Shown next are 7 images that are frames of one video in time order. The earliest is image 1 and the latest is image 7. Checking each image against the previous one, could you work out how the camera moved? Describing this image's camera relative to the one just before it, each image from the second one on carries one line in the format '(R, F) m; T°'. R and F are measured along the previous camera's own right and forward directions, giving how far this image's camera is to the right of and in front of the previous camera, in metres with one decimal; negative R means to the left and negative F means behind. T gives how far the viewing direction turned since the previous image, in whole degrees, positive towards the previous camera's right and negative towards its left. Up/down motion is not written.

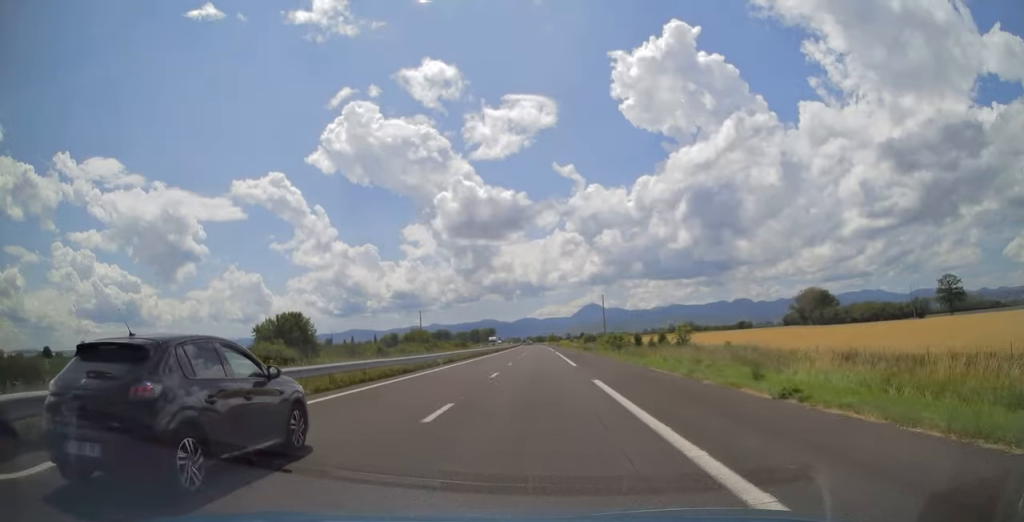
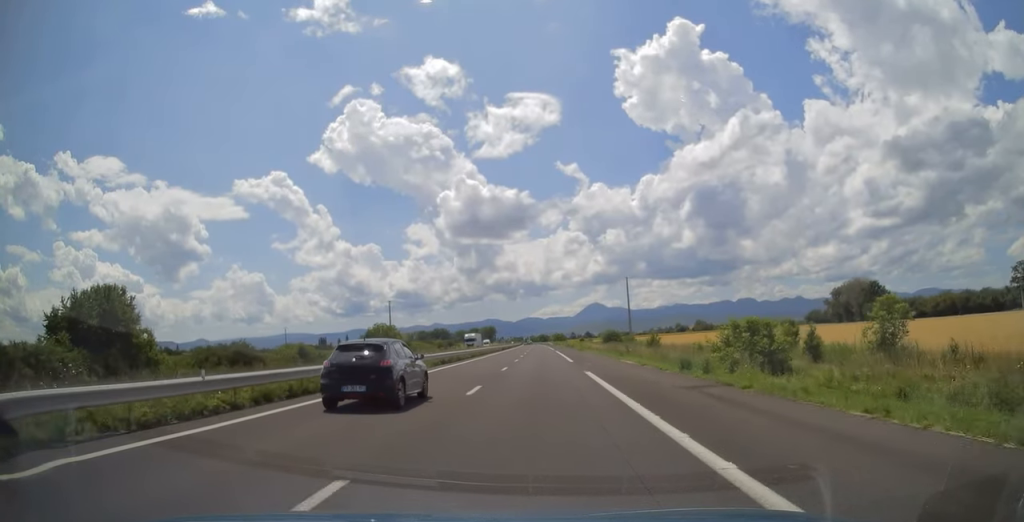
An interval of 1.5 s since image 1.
(+0.2, +46.4) m; 0°
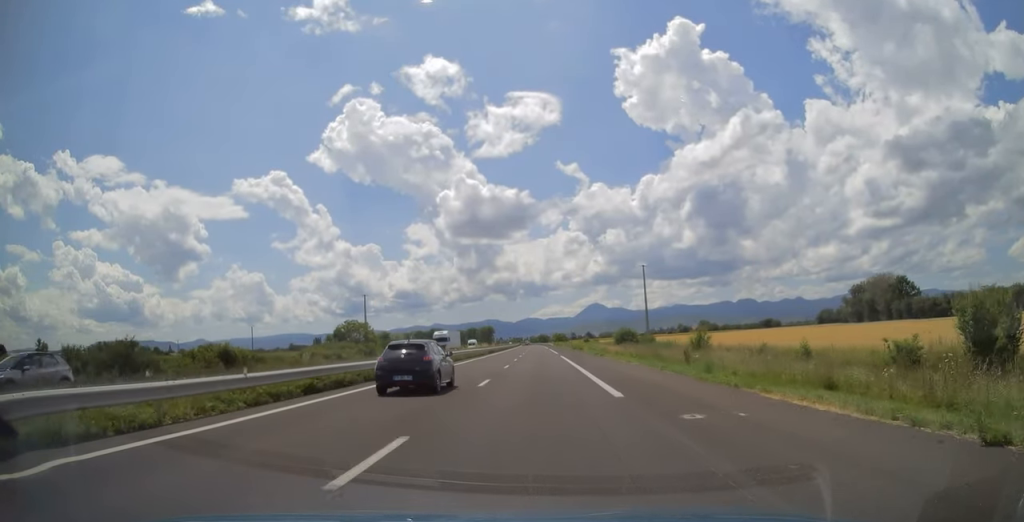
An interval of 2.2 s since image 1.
(-0.3, +22.9) m; 0°
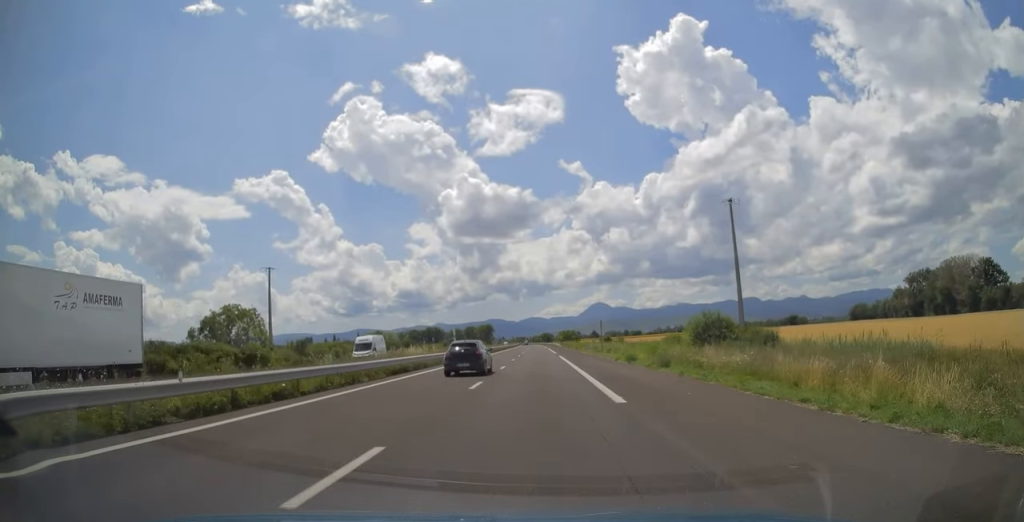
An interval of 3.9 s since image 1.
(+0.1, +52.6) m; 0°
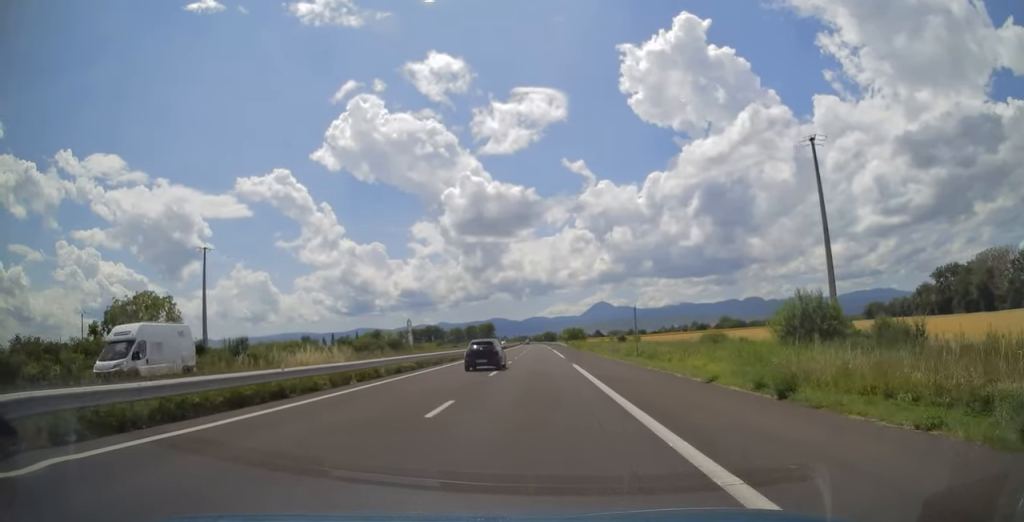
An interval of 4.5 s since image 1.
(-0.2, +19.8) m; 0°
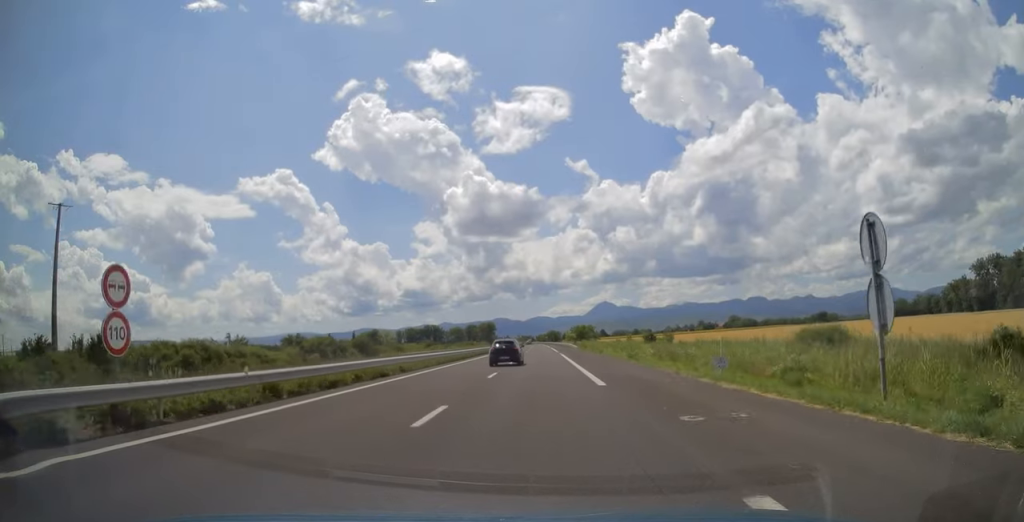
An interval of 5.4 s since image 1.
(0.0, +27.2) m; 0°
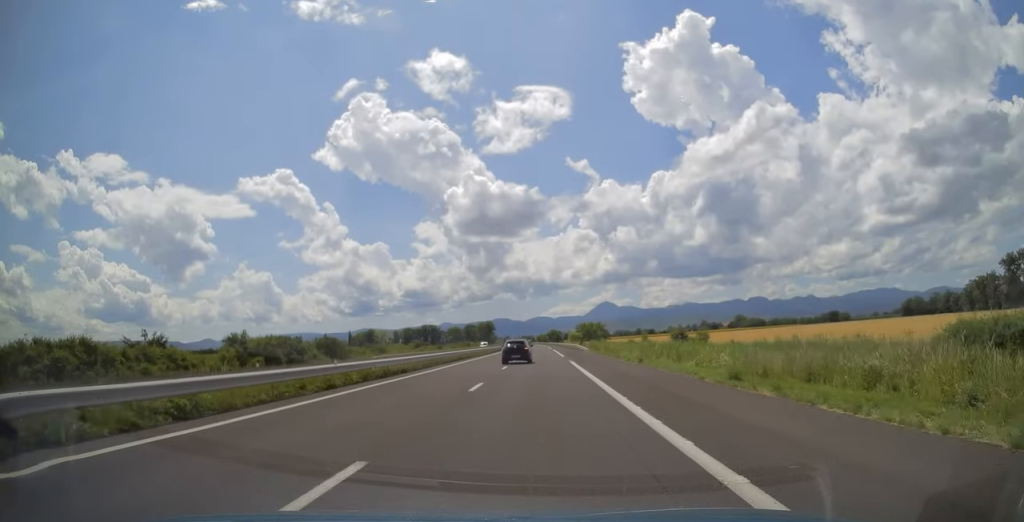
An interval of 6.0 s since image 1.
(0.0, +18.9) m; 0°
